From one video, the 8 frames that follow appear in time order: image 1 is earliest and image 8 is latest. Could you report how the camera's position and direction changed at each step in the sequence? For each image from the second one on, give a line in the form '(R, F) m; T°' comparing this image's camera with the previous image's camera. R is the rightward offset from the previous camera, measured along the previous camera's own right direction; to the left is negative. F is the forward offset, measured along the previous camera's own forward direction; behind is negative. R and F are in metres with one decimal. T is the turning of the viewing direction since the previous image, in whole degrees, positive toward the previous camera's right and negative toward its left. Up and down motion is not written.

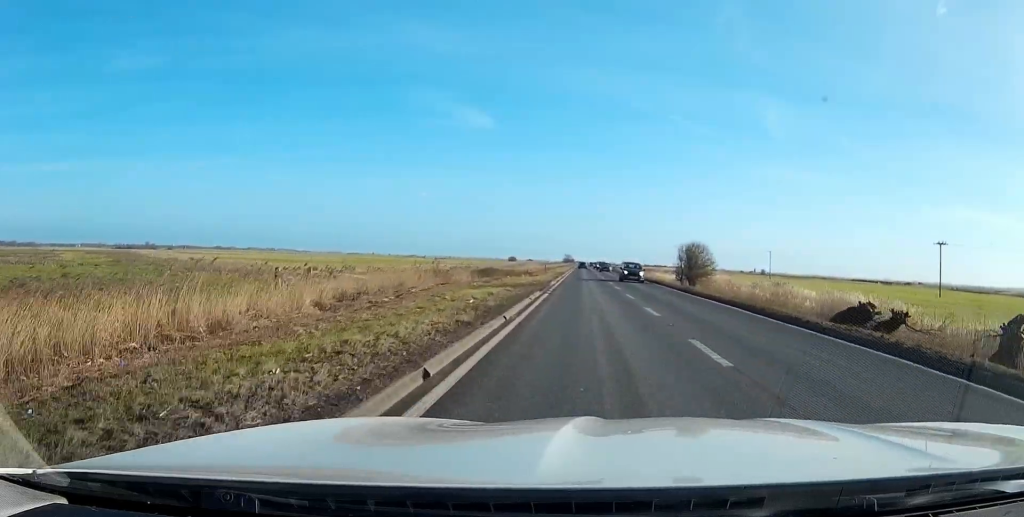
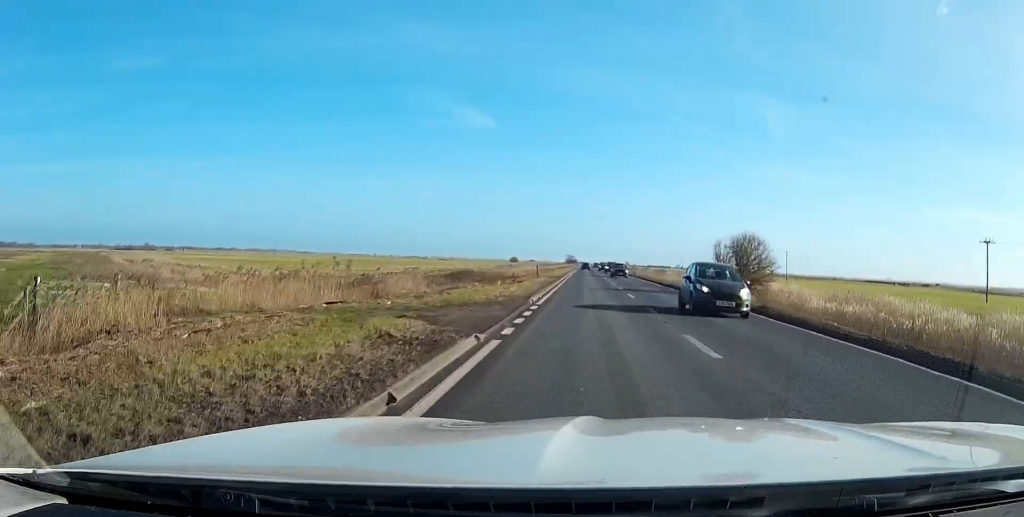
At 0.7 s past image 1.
(0.0, +16.8) m; 0°
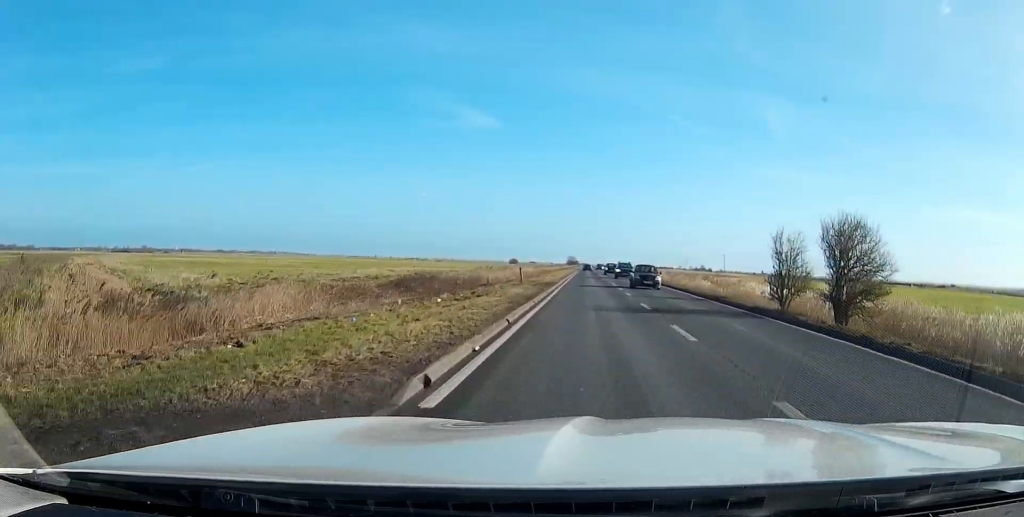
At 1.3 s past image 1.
(+0.1, +15.2) m; 0°
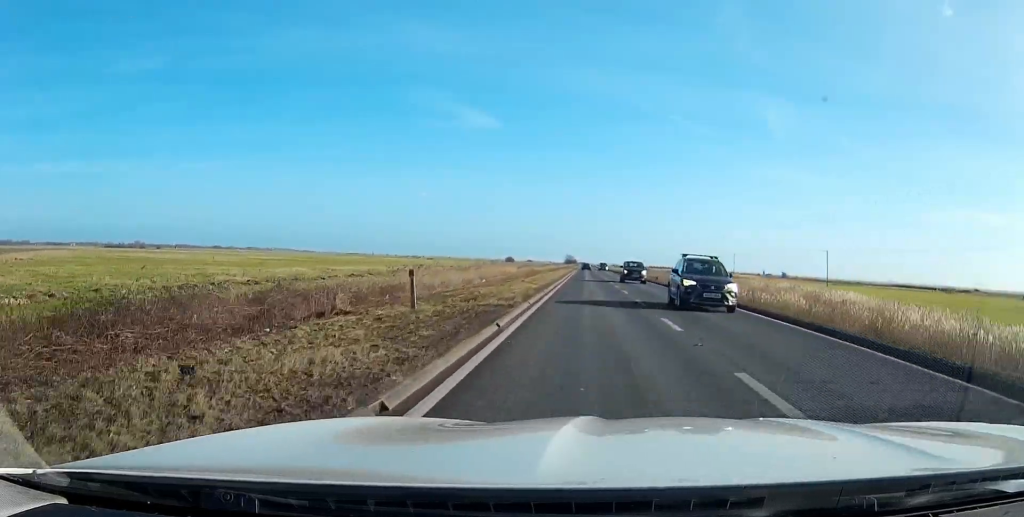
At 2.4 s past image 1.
(-0.1, +24.7) m; -1°
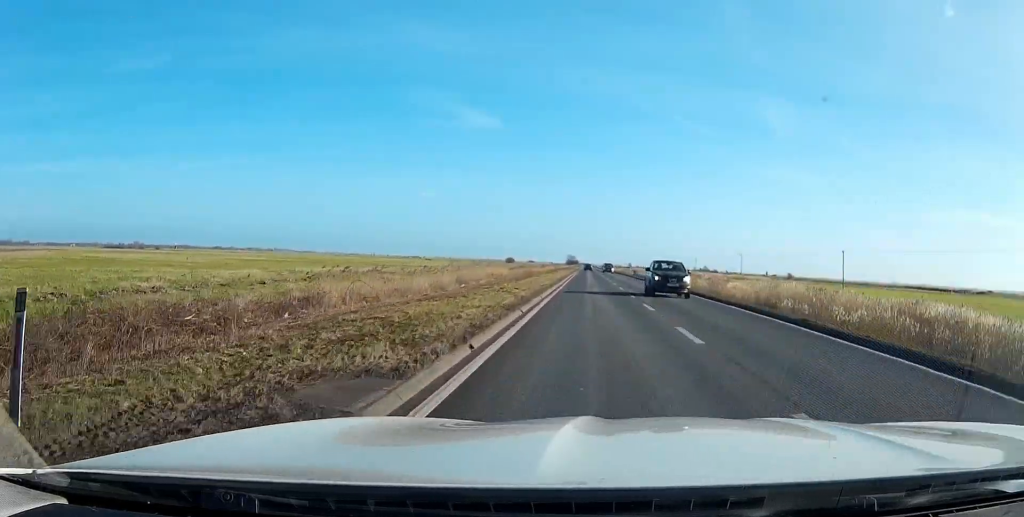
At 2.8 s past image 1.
(-0.1, +11.1) m; 0°
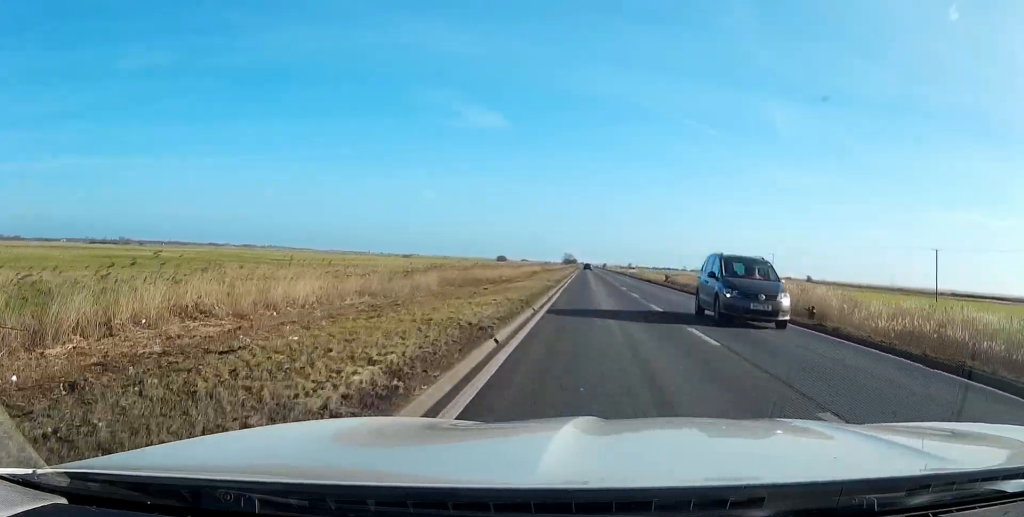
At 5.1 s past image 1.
(0.0, +52.9) m; 0°
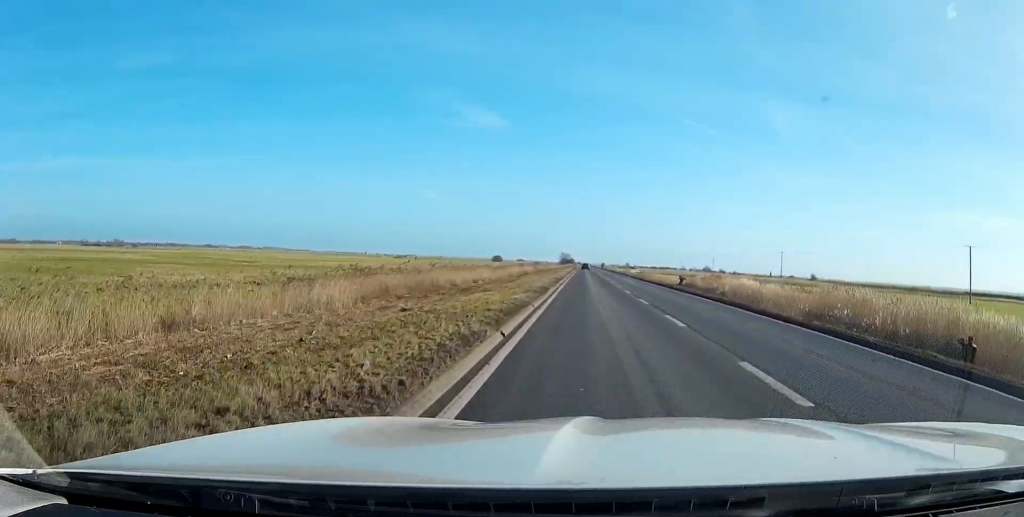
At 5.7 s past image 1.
(0.0, +14.2) m; 0°
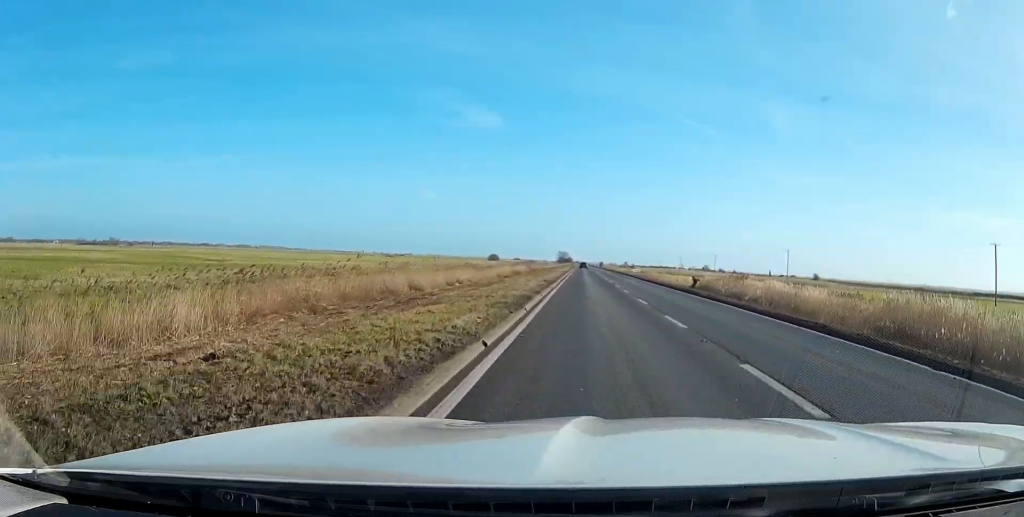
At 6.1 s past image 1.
(0.0, +9.4) m; 0°
